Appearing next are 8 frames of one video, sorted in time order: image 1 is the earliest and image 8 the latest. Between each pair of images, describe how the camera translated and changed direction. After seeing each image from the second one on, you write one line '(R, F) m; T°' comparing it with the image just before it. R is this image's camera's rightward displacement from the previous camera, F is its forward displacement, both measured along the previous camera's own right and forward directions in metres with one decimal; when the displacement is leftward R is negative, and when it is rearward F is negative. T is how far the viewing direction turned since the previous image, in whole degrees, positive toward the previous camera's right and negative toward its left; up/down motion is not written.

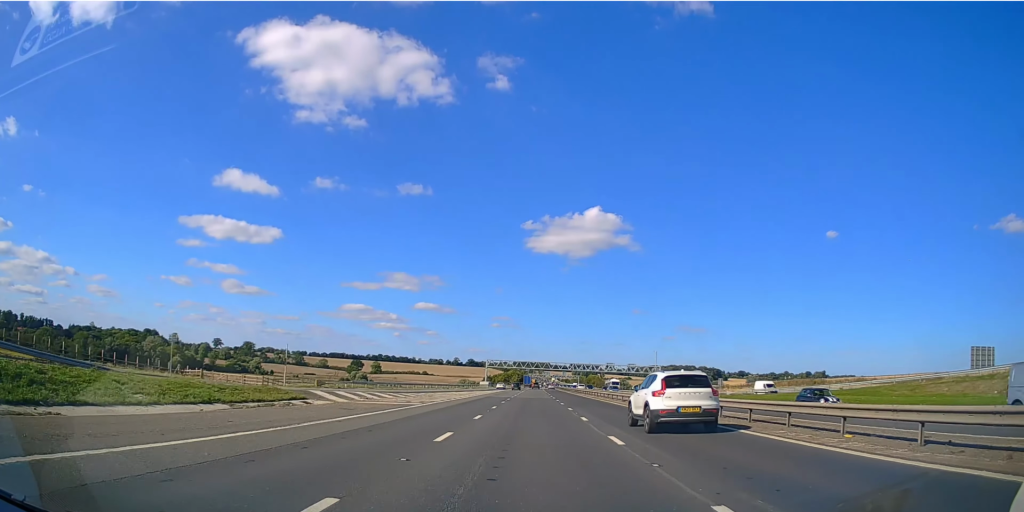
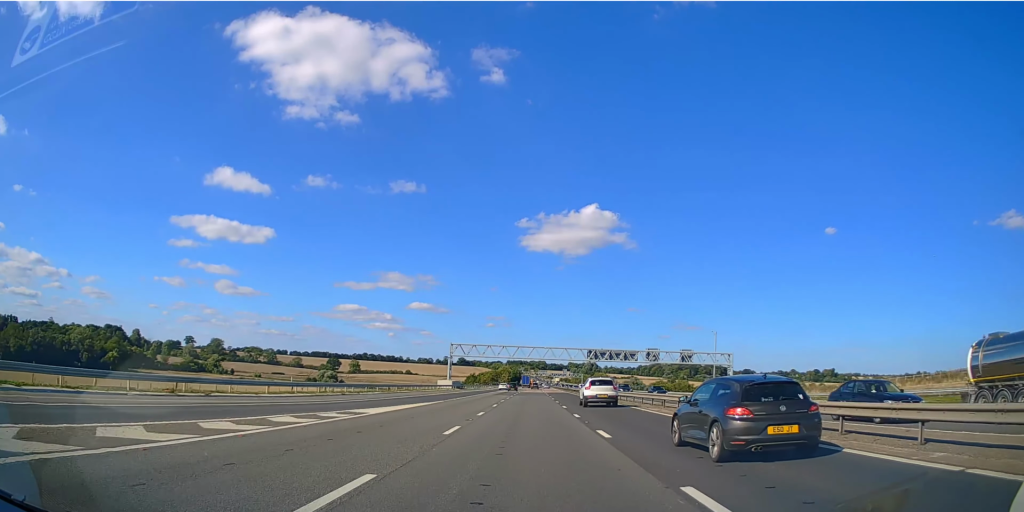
(+0.1, +76.4) m; 0°
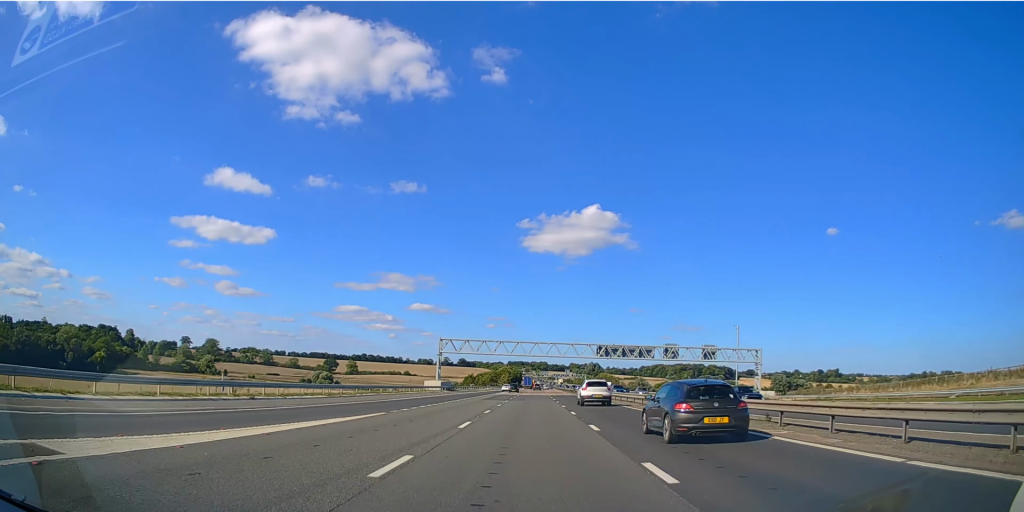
(0.0, +15.6) m; 0°
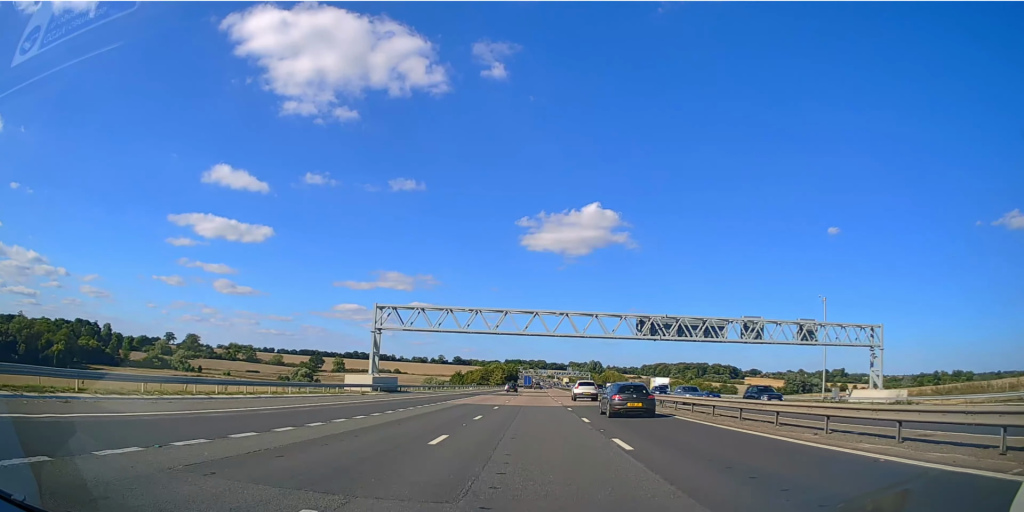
(+0.1, +41.8) m; 0°
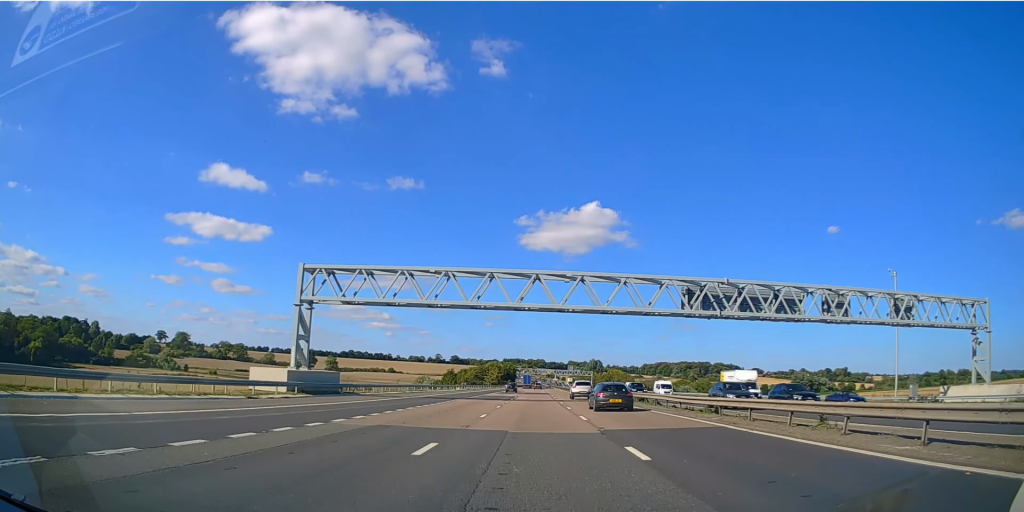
(+0.1, +20.4) m; 0°
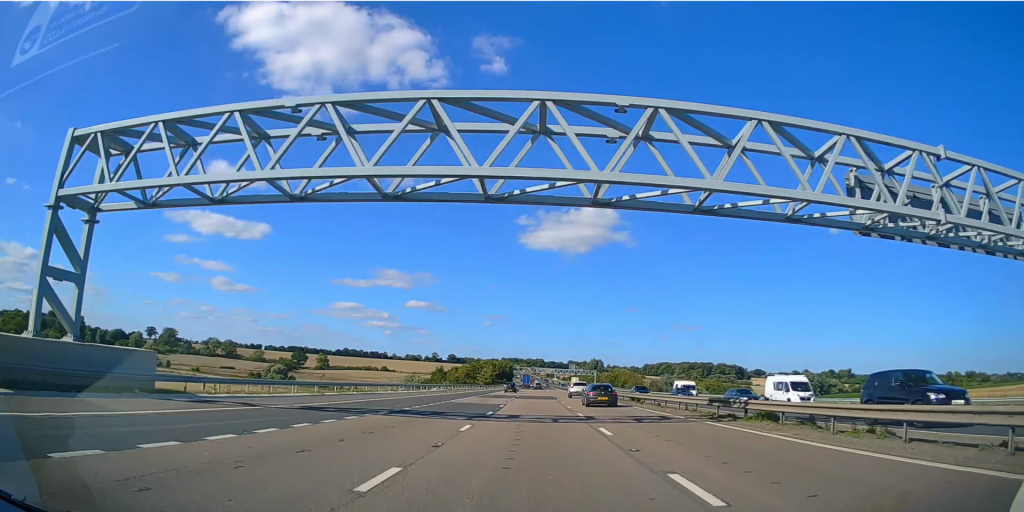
(0.0, +24.2) m; 0°
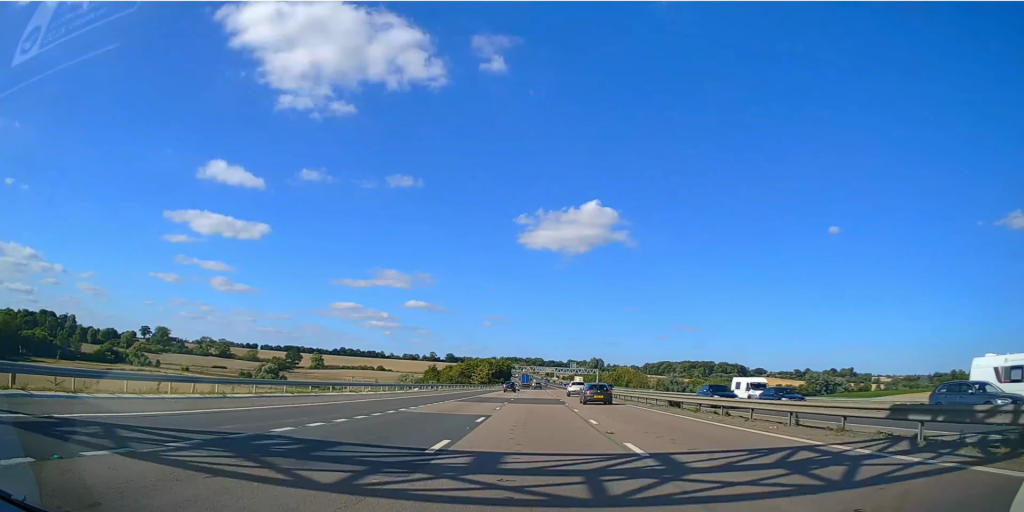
(0.0, +13.5) m; 0°
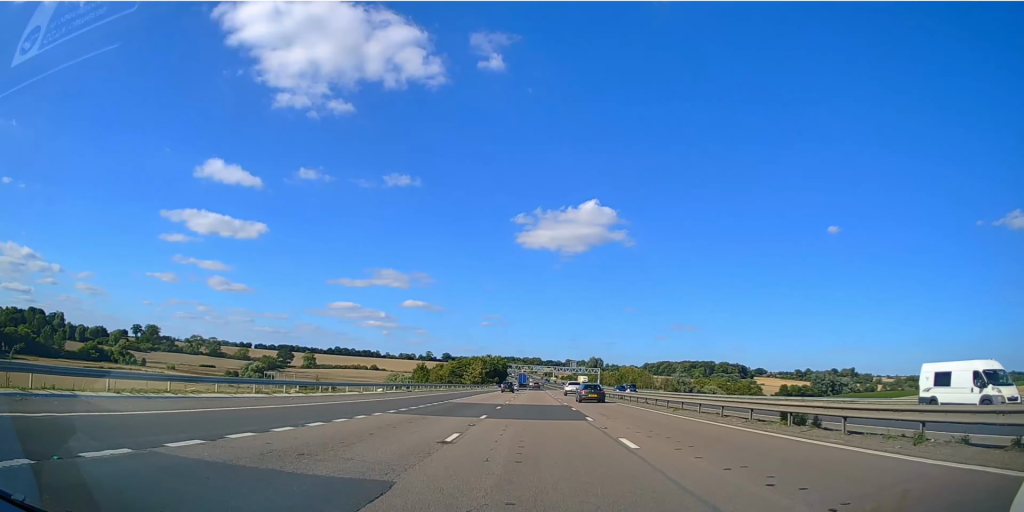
(+0.1, +16.2) m; 0°
